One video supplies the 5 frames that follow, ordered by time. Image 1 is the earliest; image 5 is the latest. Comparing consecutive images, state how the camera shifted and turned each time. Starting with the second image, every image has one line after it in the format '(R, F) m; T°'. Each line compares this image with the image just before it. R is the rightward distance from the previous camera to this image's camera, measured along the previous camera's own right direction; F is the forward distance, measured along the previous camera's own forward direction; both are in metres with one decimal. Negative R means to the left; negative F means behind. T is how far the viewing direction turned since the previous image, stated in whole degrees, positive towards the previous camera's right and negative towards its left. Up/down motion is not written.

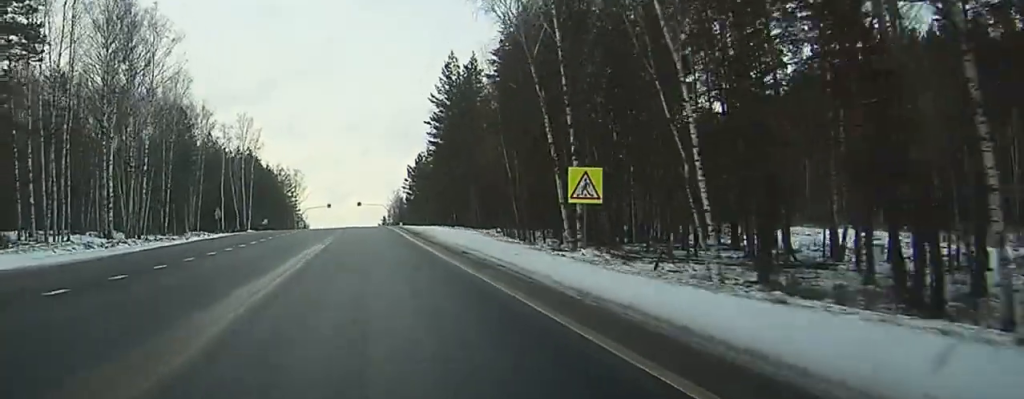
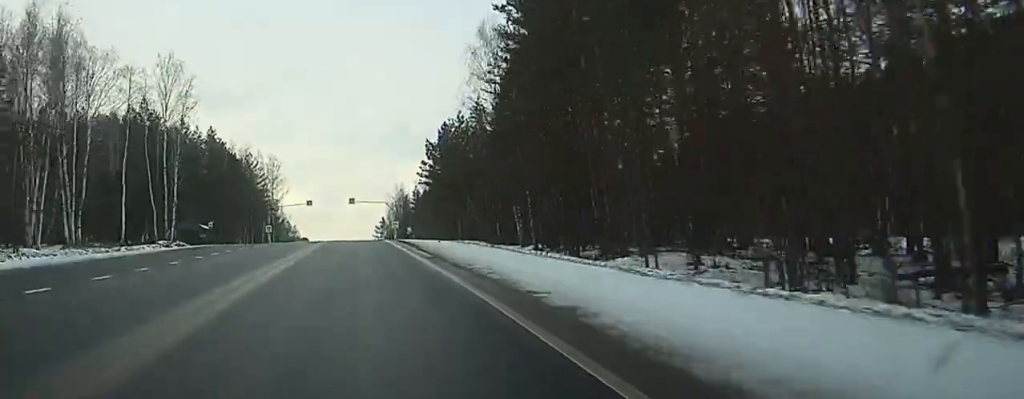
(-0.2, +55.0) m; -2°
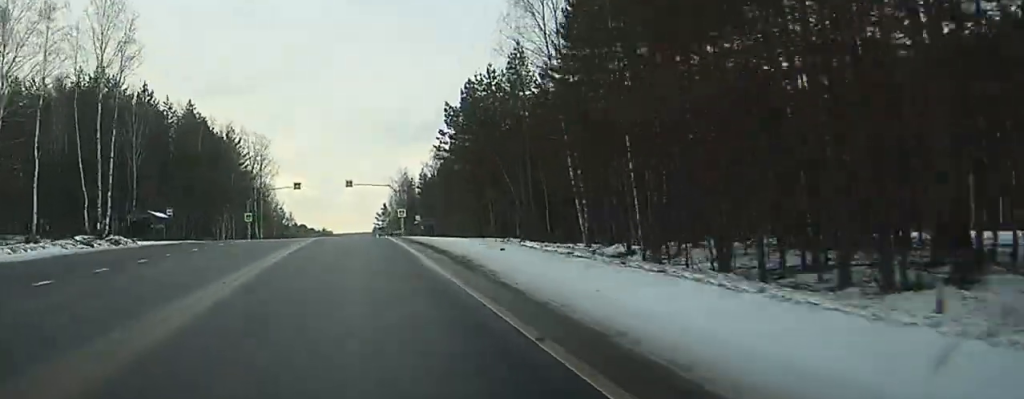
(+0.1, +23.4) m; +1°
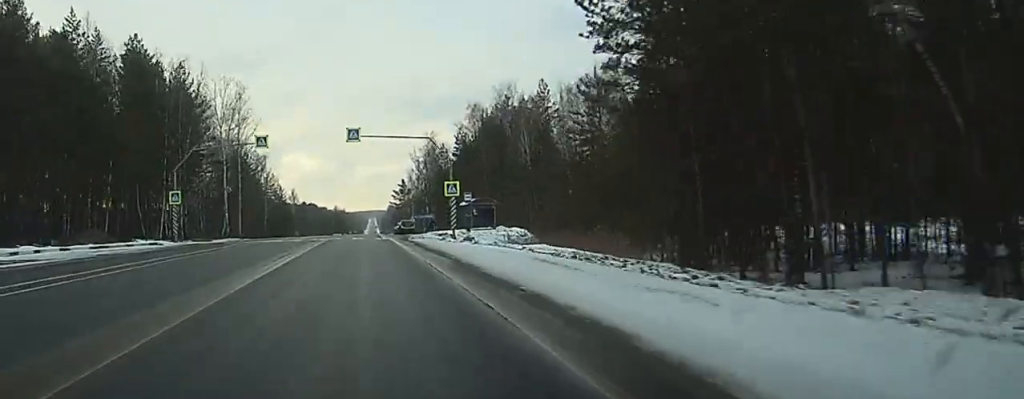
(+0.7, +48.4) m; 0°
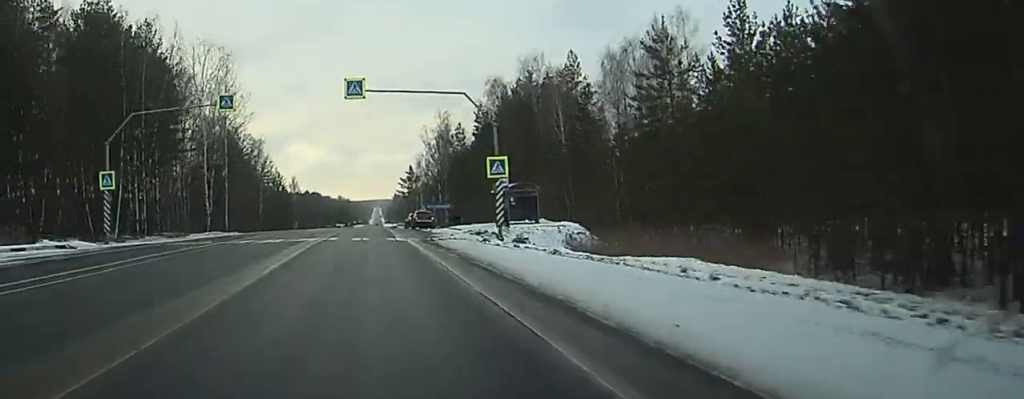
(0.0, +17.7) m; -1°
